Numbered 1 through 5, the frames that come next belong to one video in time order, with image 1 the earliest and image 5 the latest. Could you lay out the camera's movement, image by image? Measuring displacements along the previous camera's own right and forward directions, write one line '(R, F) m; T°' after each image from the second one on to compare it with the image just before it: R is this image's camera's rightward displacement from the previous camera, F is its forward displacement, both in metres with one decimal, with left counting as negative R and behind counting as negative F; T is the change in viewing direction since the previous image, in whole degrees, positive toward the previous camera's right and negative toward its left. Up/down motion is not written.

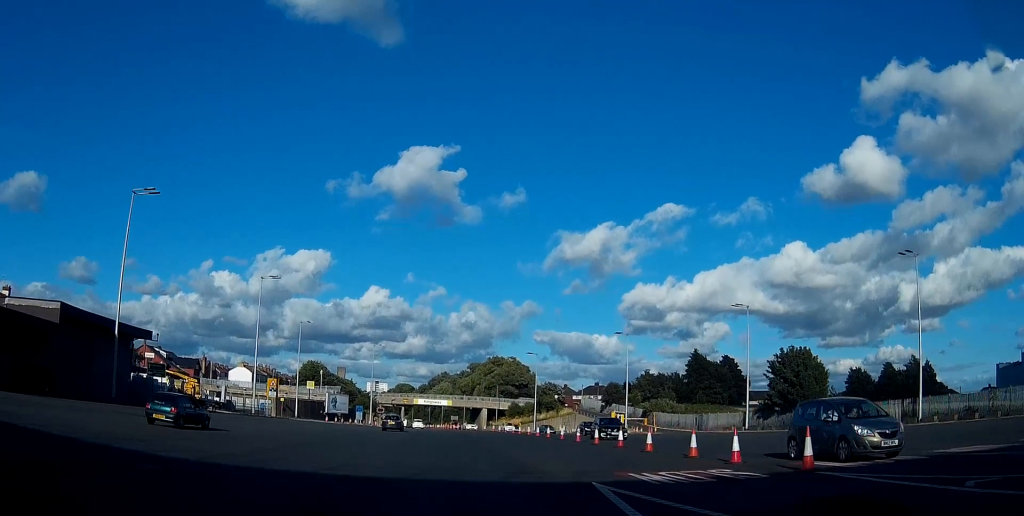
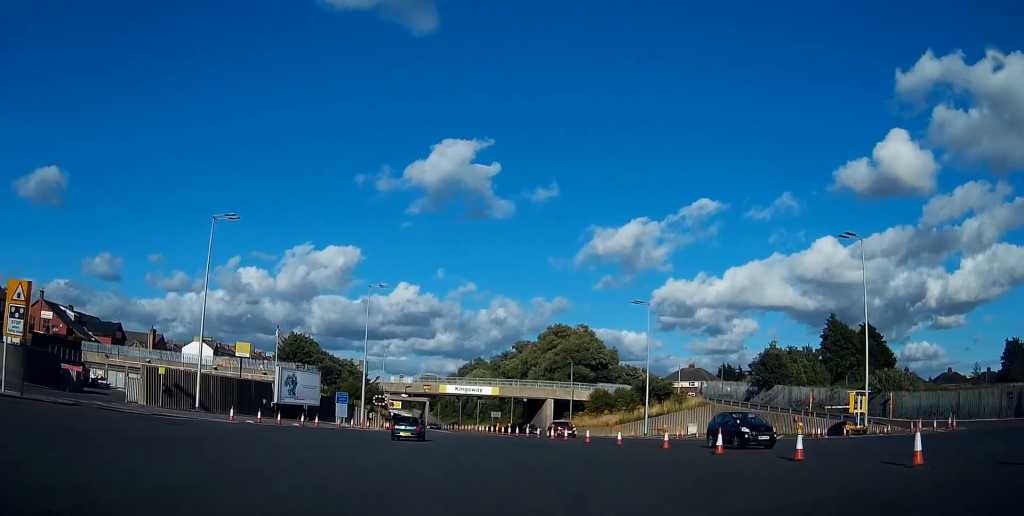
(-1.0, +64.9) m; -1°
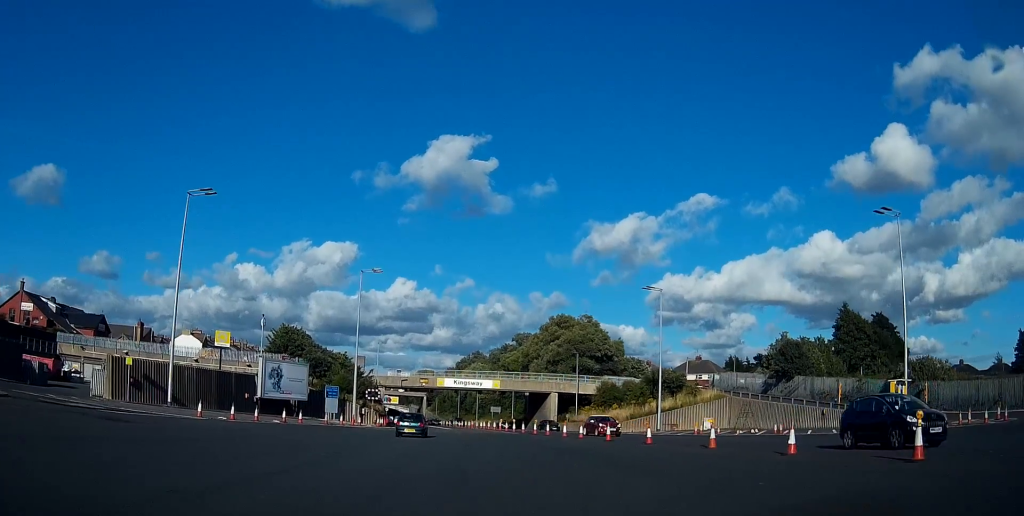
(0.0, +6.1) m; 0°
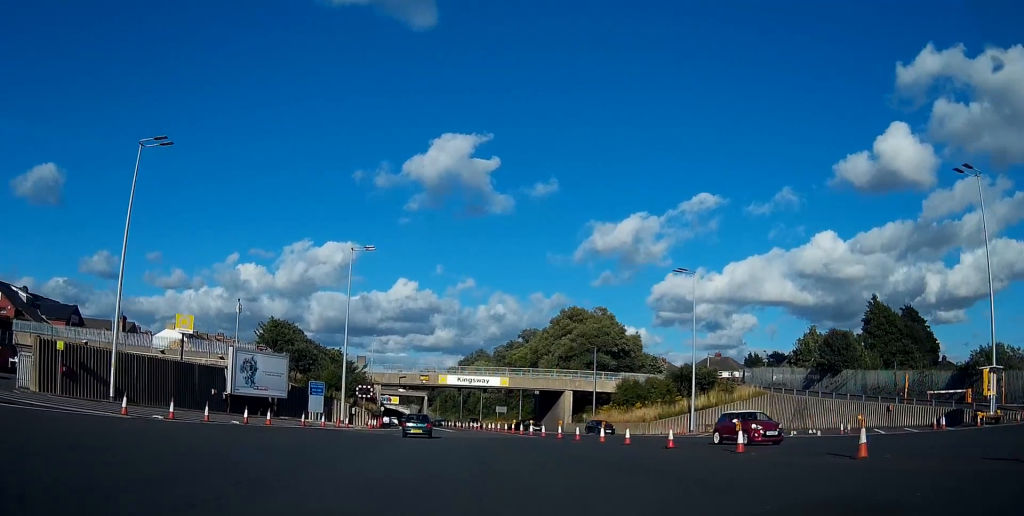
(0.0, +10.5) m; 0°
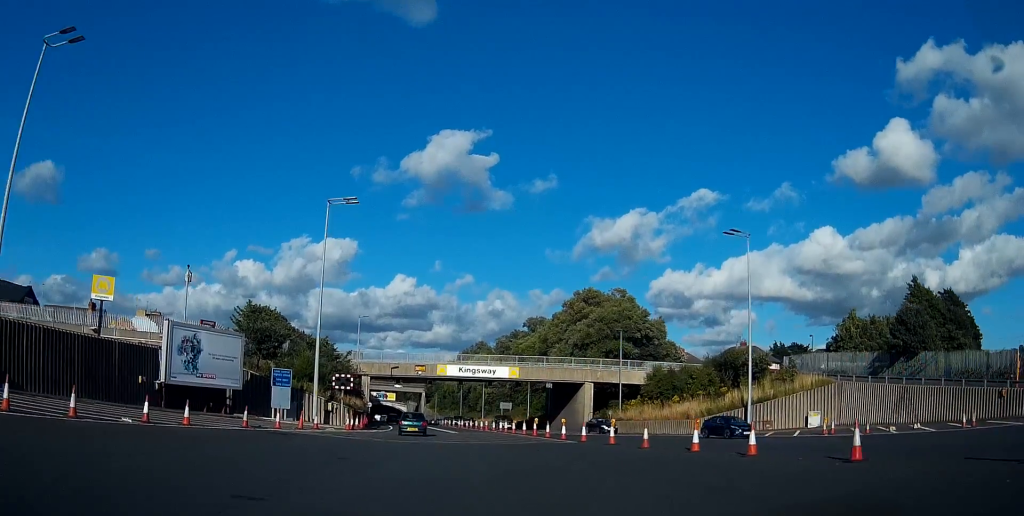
(0.0, +14.3) m; -1°
